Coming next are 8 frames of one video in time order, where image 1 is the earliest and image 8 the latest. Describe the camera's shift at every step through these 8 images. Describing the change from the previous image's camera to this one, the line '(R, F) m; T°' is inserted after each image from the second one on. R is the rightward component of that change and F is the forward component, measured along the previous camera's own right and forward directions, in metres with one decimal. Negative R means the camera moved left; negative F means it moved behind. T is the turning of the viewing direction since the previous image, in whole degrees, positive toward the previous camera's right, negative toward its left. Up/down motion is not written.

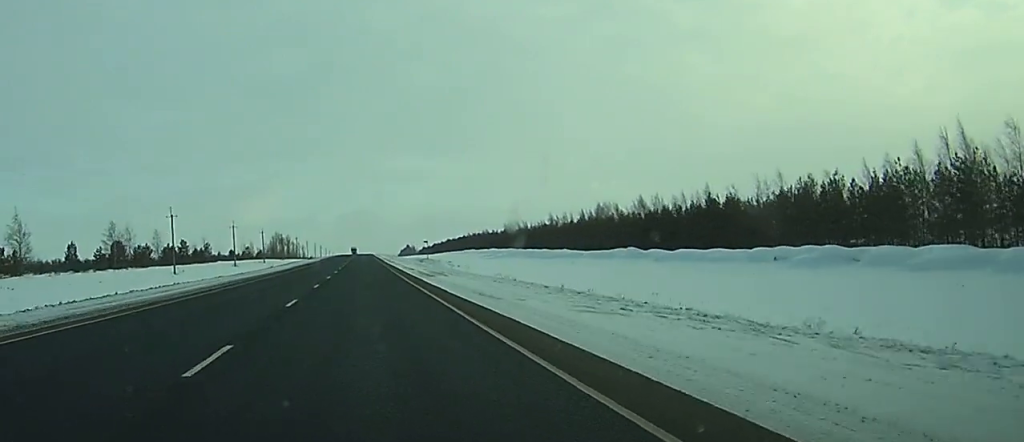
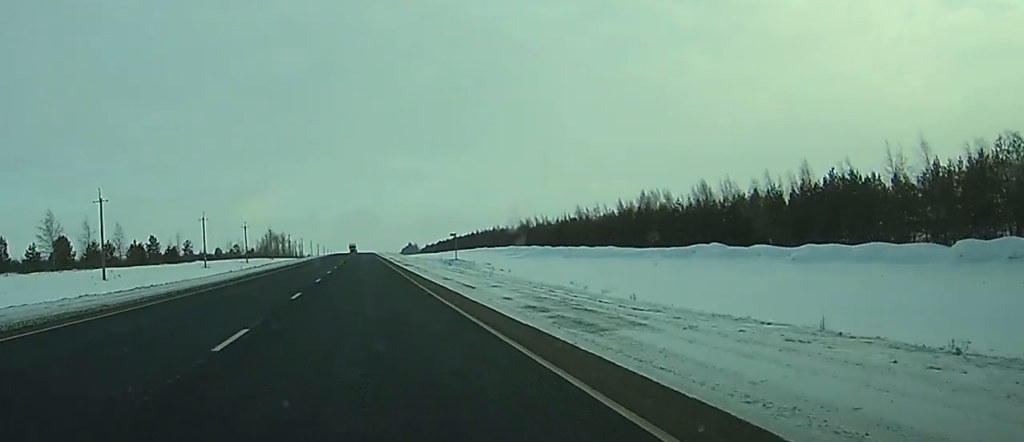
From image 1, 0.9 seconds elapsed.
(+0.1, +33.8) m; 0°
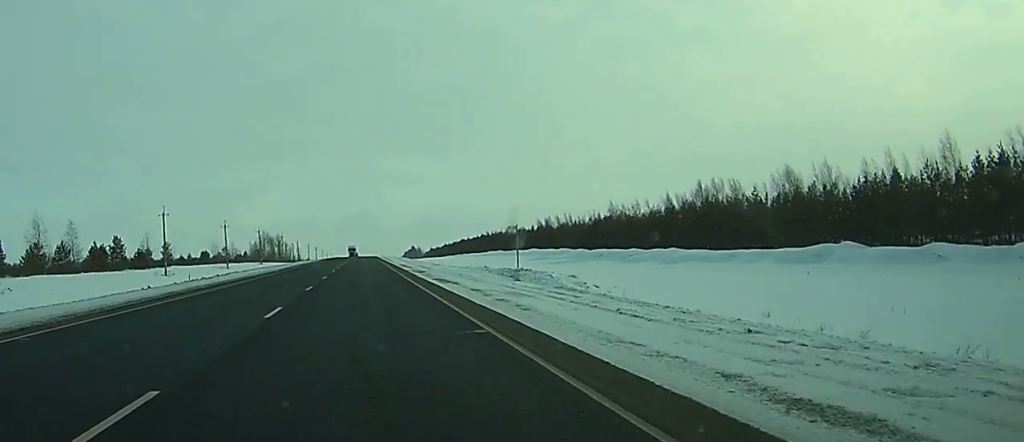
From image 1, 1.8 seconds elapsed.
(-0.1, +30.1) m; 0°
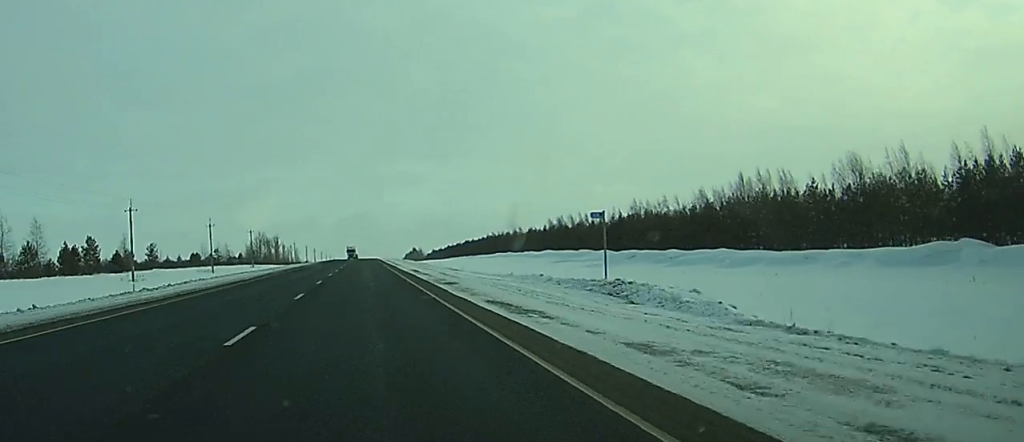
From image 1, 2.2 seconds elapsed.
(0.0, +16.9) m; 0°
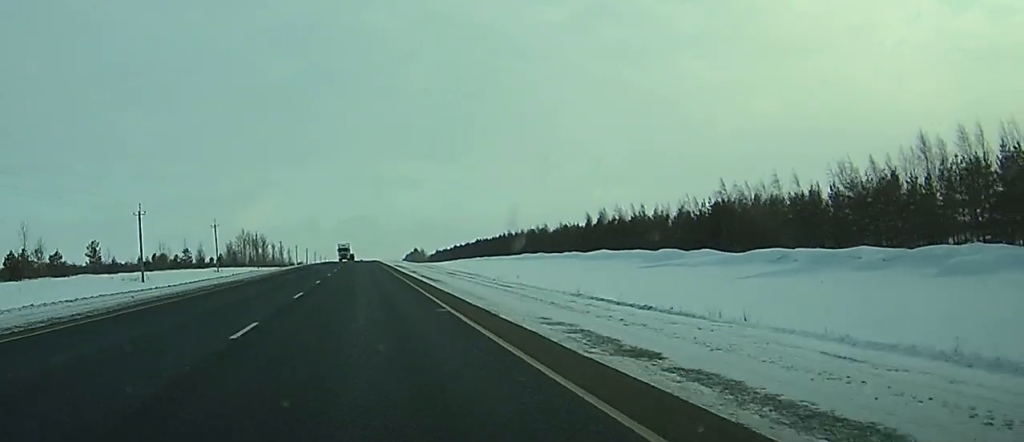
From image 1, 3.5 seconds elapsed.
(0.0, +47.1) m; 0°
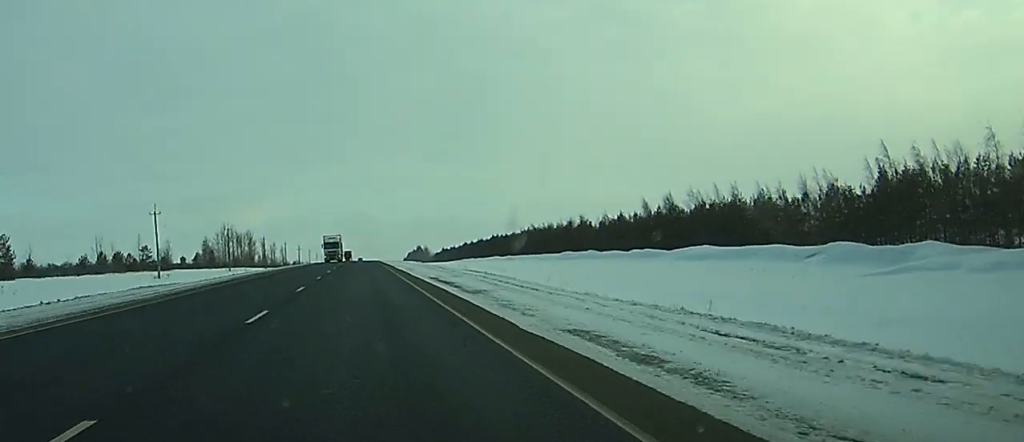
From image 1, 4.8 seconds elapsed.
(+0.1, +45.7) m; 0°
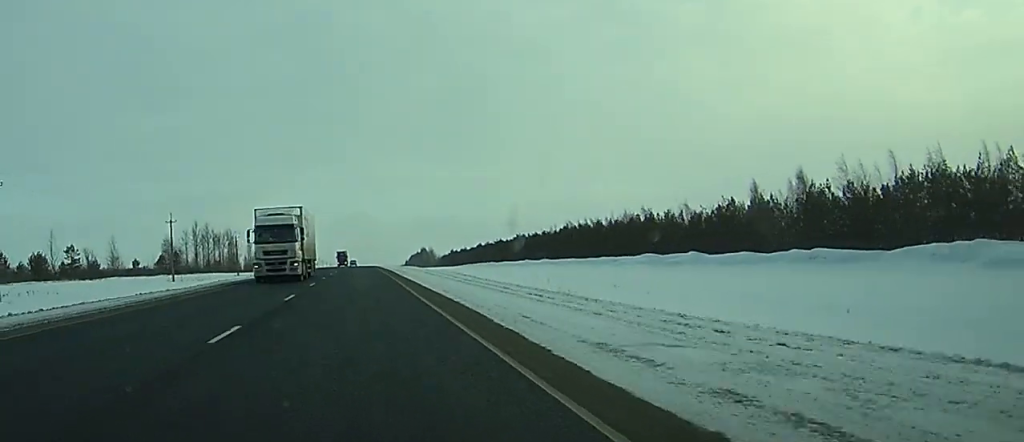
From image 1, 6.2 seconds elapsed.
(0.0, +51.3) m; 0°
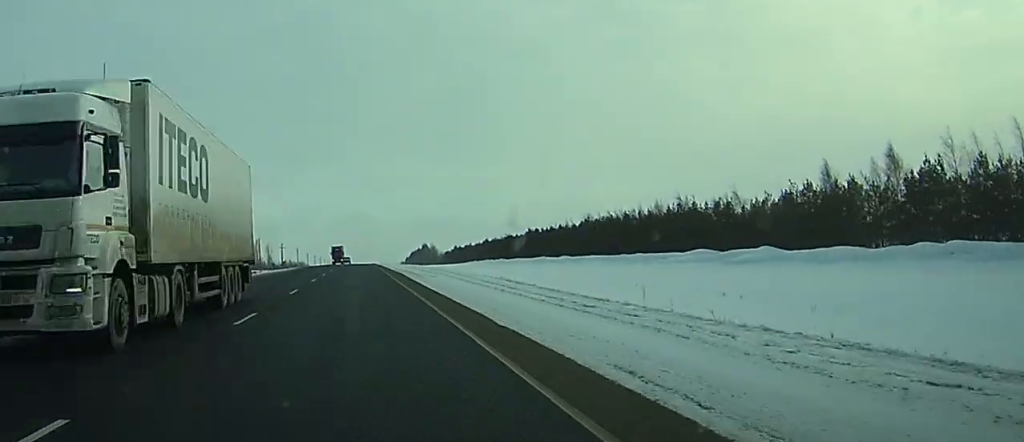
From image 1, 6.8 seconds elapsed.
(0.0, +21.3) m; 0°
